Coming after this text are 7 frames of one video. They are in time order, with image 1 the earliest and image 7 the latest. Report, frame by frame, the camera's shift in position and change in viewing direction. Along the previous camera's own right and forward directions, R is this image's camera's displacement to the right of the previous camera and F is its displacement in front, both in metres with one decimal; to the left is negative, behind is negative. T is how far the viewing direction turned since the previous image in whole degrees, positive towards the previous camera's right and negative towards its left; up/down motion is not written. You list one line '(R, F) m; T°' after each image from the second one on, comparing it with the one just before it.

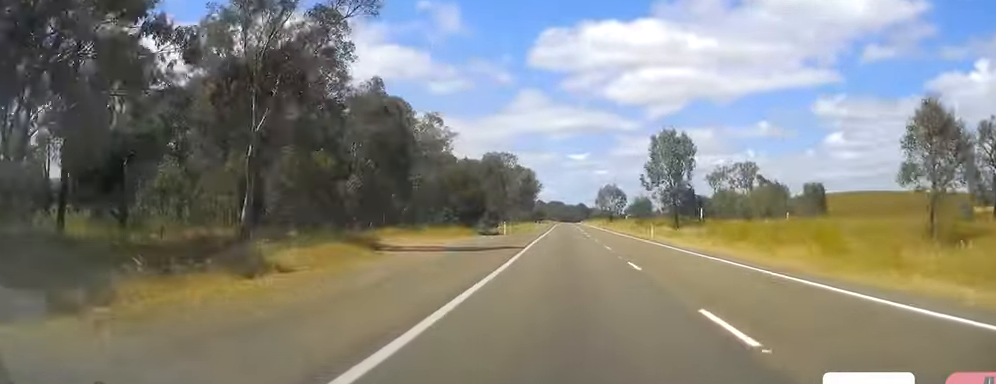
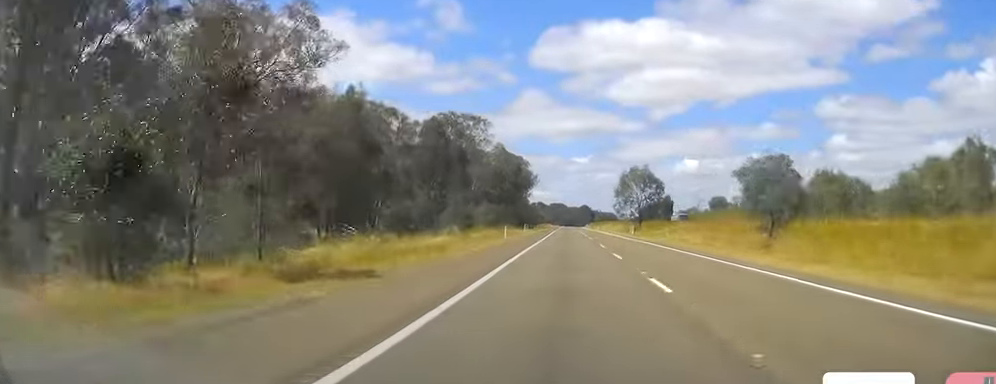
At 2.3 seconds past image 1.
(-1.0, +67.3) m; -1°
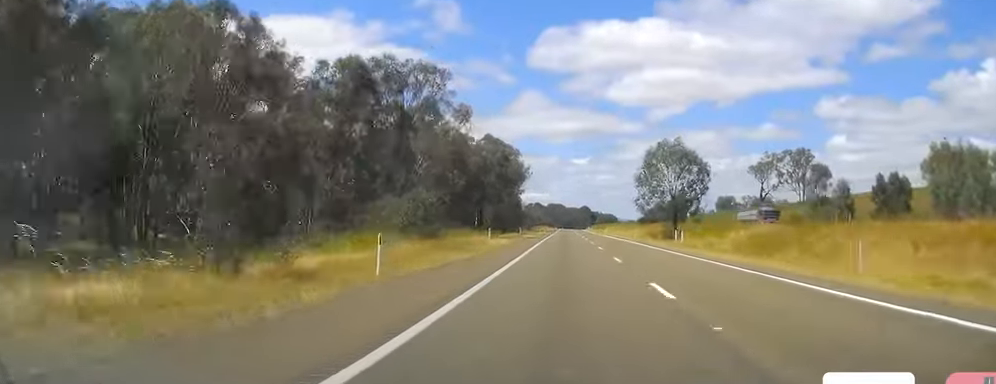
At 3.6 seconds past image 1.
(+0.1, +37.0) m; +1°
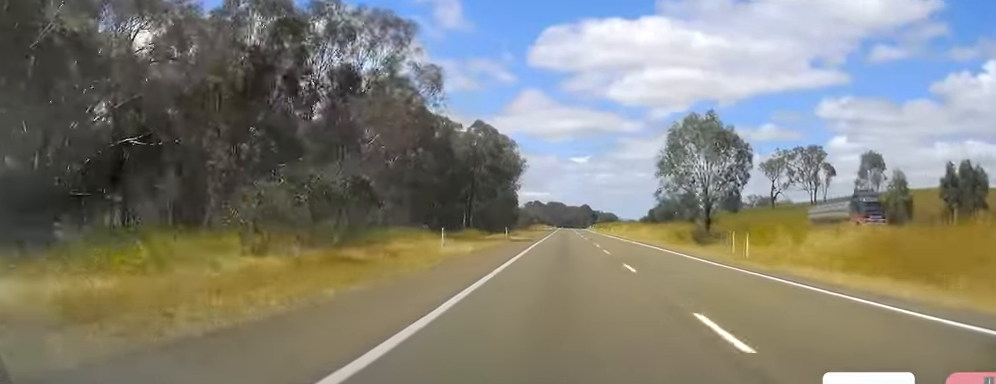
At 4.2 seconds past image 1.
(+0.5, +17.5) m; 0°
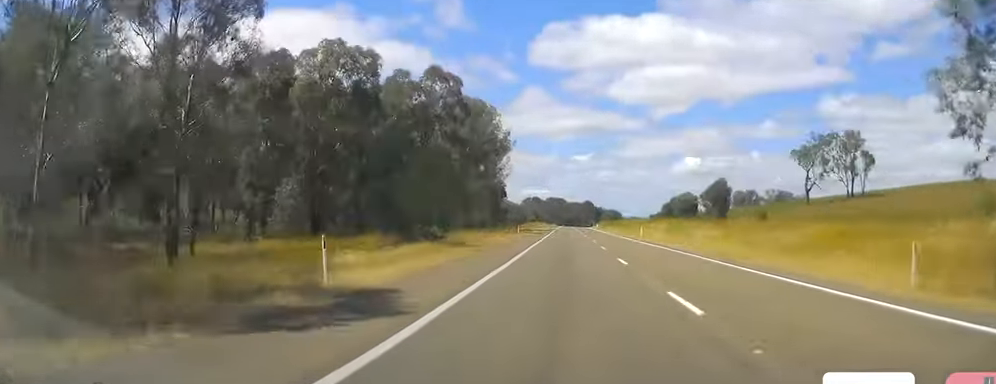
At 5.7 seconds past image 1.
(-0.4, +45.8) m; 0°
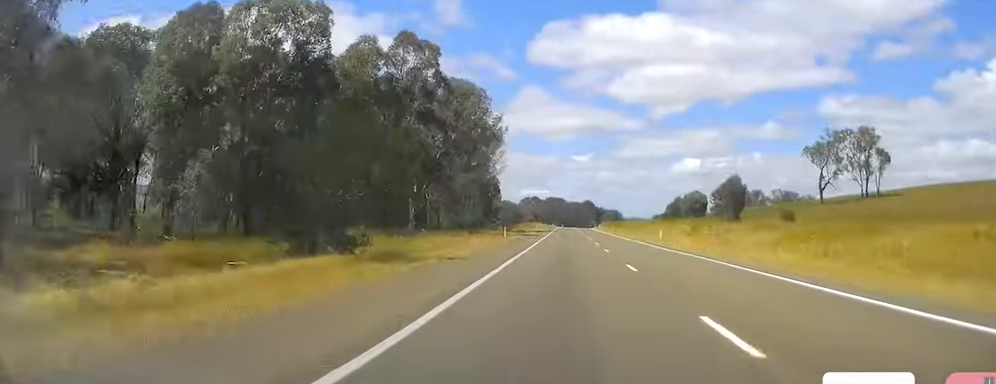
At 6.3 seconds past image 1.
(+0.2, +15.6) m; 0°
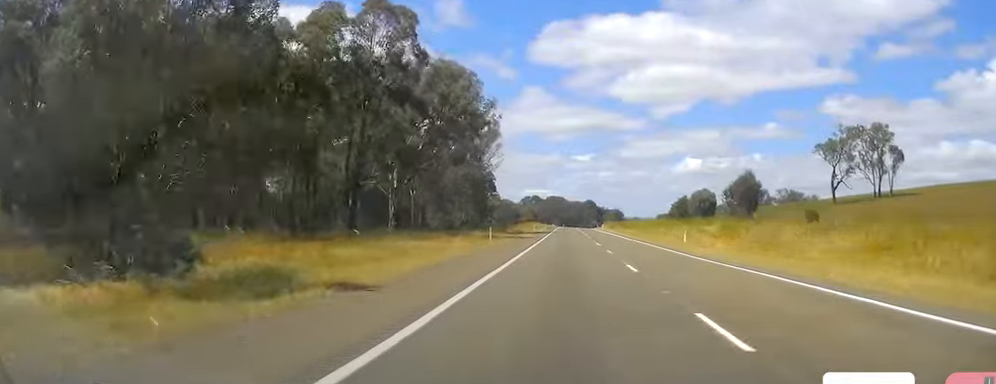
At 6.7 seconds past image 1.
(-0.1, +11.6) m; -1°
